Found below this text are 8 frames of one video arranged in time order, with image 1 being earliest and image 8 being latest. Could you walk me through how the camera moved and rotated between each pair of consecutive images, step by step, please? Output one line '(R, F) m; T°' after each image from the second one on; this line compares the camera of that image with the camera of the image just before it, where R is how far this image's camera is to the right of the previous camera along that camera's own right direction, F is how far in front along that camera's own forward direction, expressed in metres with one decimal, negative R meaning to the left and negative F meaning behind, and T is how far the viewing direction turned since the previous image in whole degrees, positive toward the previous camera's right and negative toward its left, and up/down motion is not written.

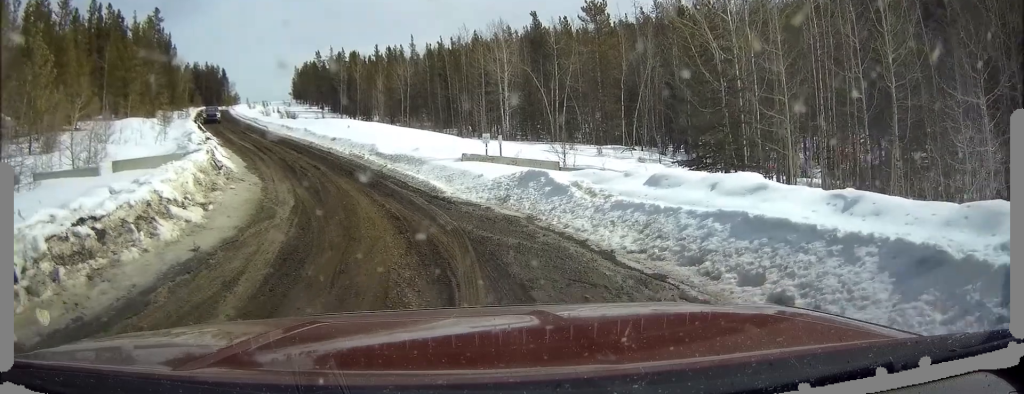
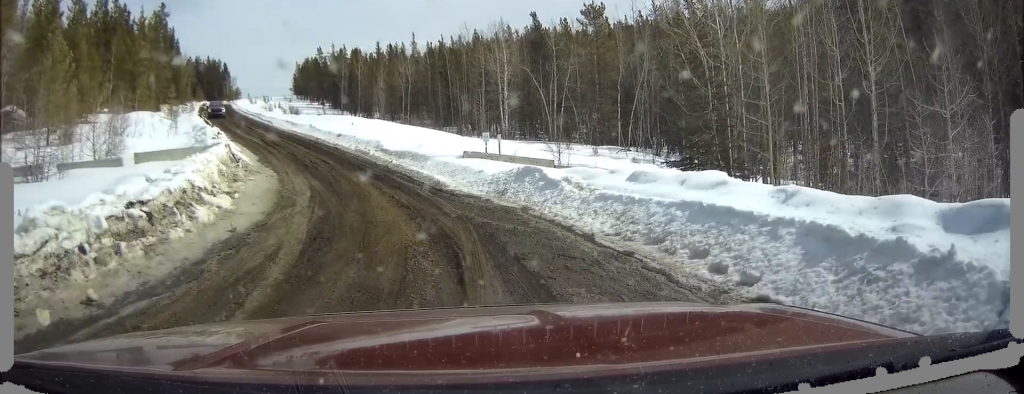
(0.0, +1.4) m; -5°
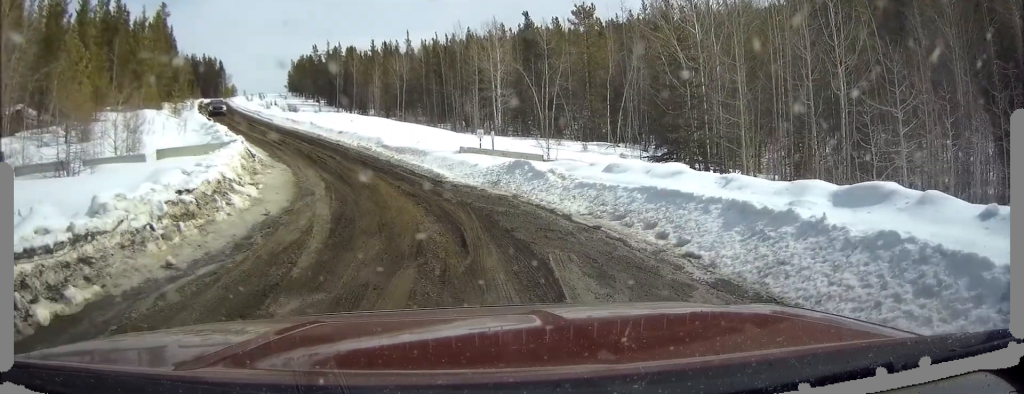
(-0.1, +2.1) m; -7°
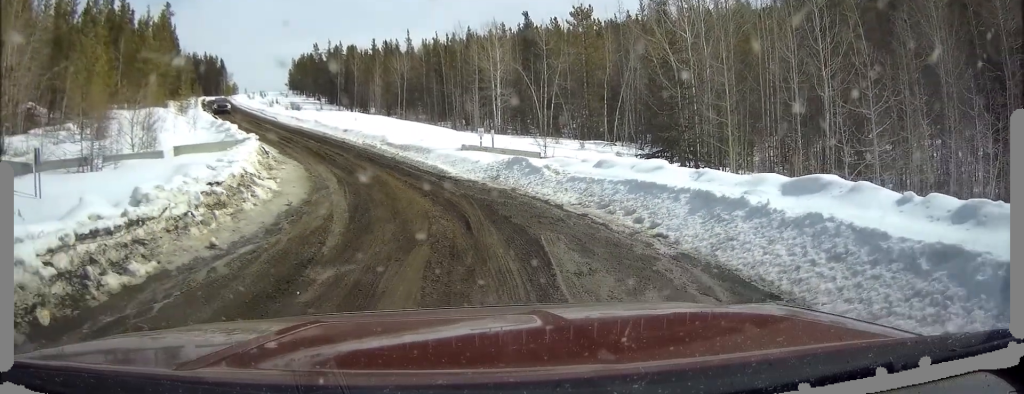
(-0.2, +1.5) m; -2°
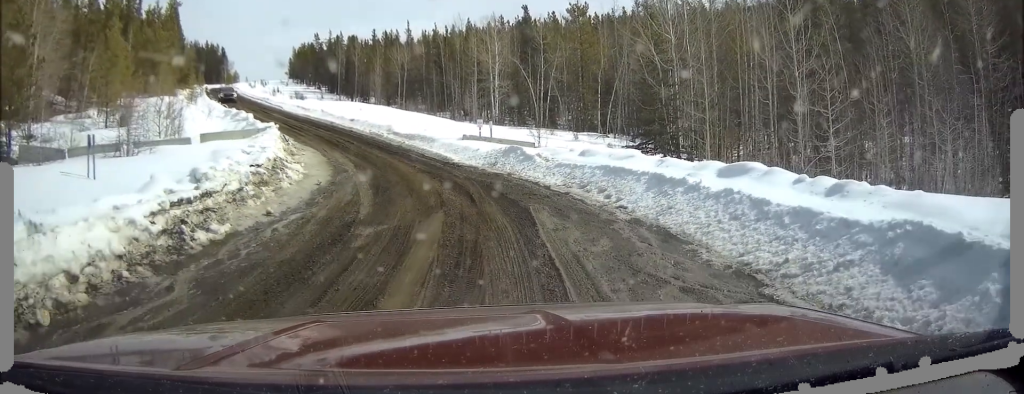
(-0.1, +2.6) m; -2°
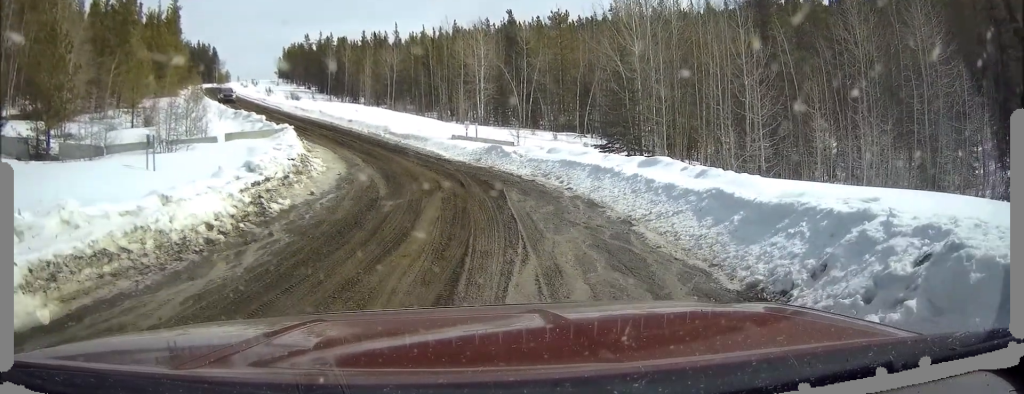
(0.0, +5.0) m; -1°
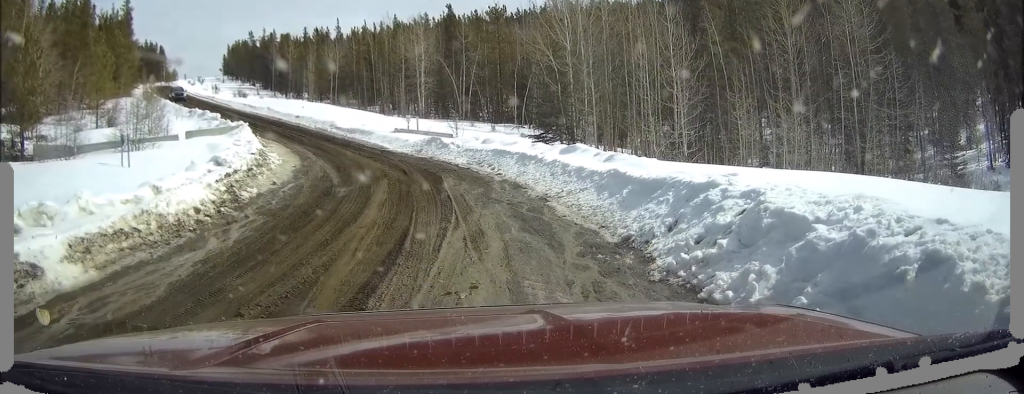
(+0.3, +3.1) m; +7°
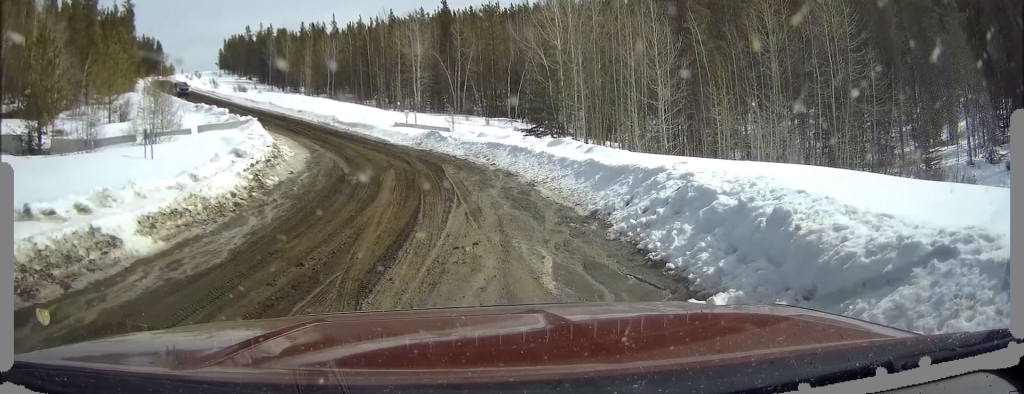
(+0.7, +1.7) m; 0°
